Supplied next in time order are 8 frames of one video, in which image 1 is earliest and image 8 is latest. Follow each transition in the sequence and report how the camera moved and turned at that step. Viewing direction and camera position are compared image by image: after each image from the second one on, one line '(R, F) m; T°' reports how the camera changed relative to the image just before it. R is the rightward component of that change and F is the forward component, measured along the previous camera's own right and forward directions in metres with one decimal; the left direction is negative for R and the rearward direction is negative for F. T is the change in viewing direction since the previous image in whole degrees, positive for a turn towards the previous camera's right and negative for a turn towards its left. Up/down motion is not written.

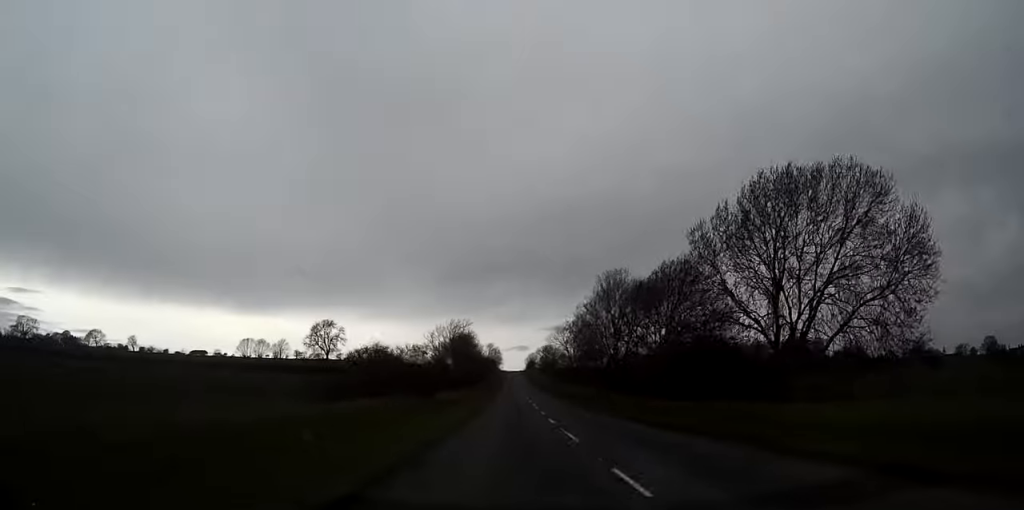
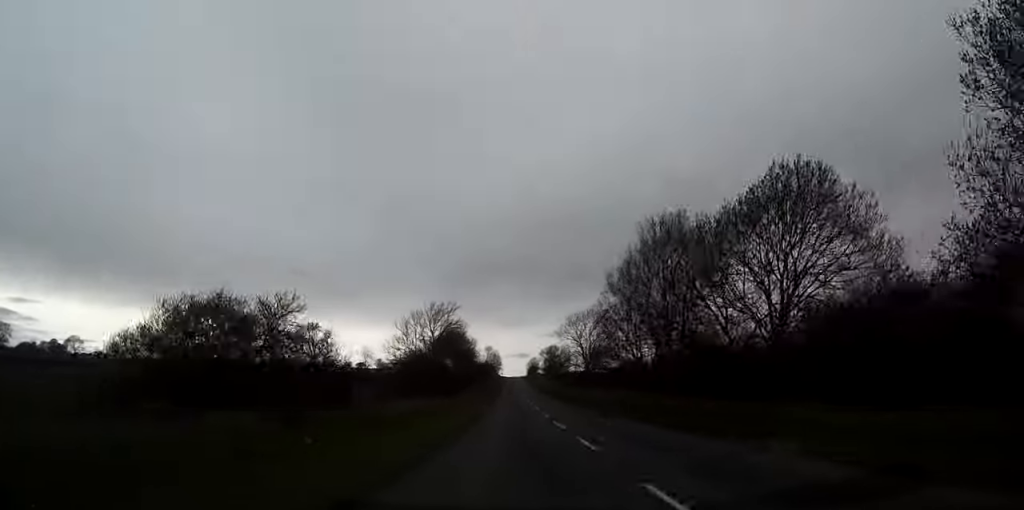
(0.0, +29.5) m; 0°
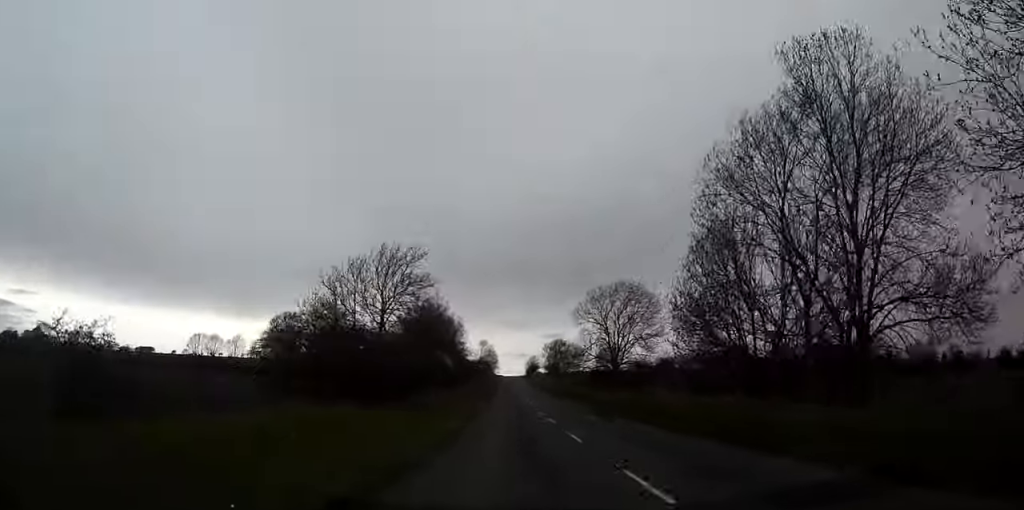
(-0.1, +34.1) m; 0°
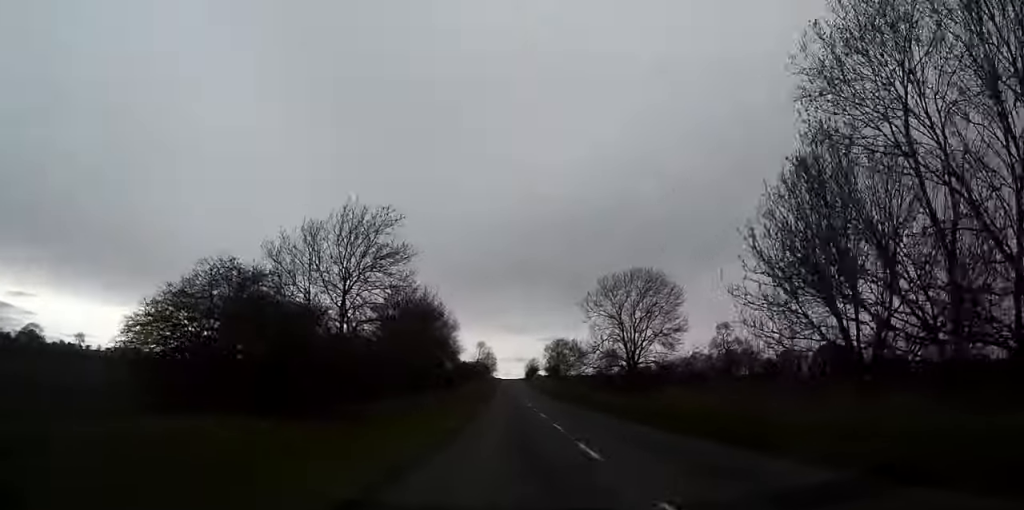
(0.0, +12.2) m; 0°
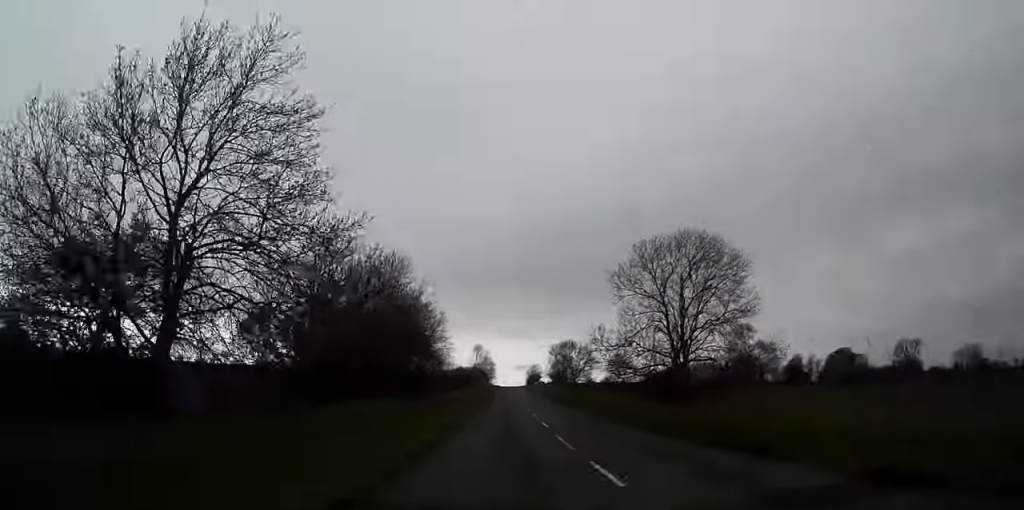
(0.0, +21.8) m; 0°
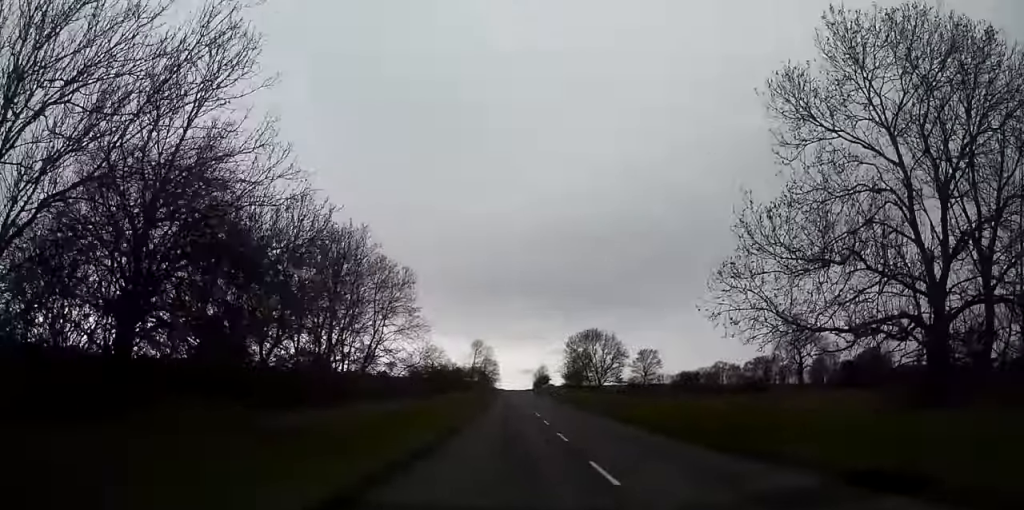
(+0.1, +35.7) m; 0°
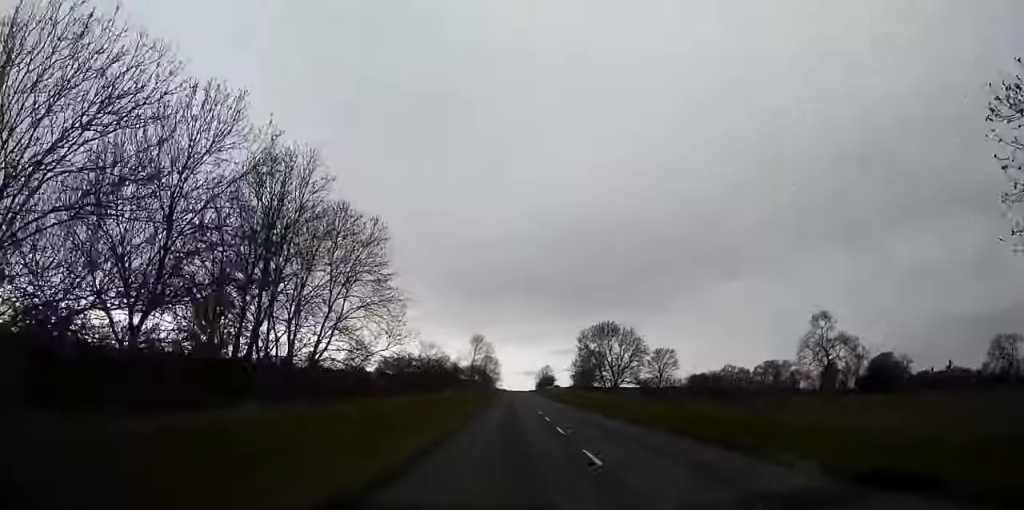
(-0.1, +15.7) m; 0°
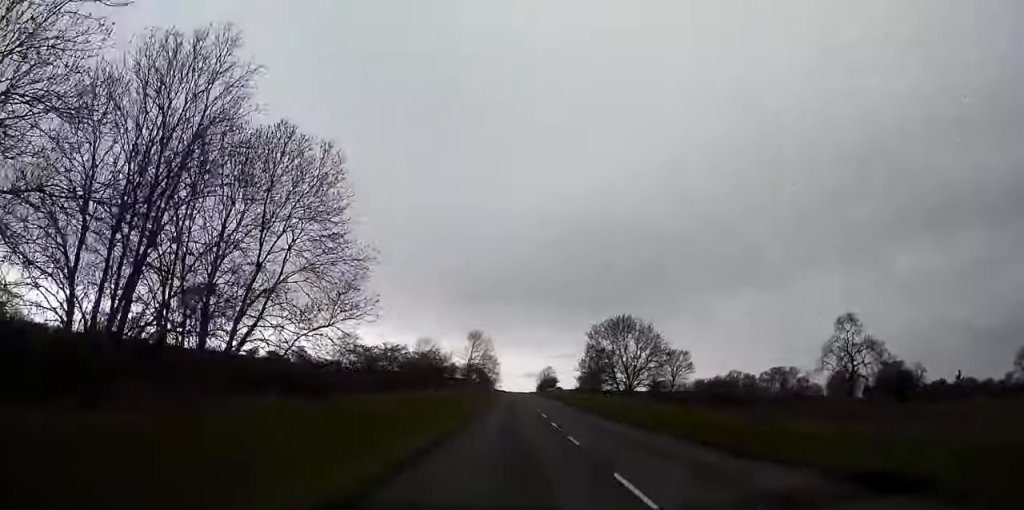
(0.0, +13.1) m; 0°
